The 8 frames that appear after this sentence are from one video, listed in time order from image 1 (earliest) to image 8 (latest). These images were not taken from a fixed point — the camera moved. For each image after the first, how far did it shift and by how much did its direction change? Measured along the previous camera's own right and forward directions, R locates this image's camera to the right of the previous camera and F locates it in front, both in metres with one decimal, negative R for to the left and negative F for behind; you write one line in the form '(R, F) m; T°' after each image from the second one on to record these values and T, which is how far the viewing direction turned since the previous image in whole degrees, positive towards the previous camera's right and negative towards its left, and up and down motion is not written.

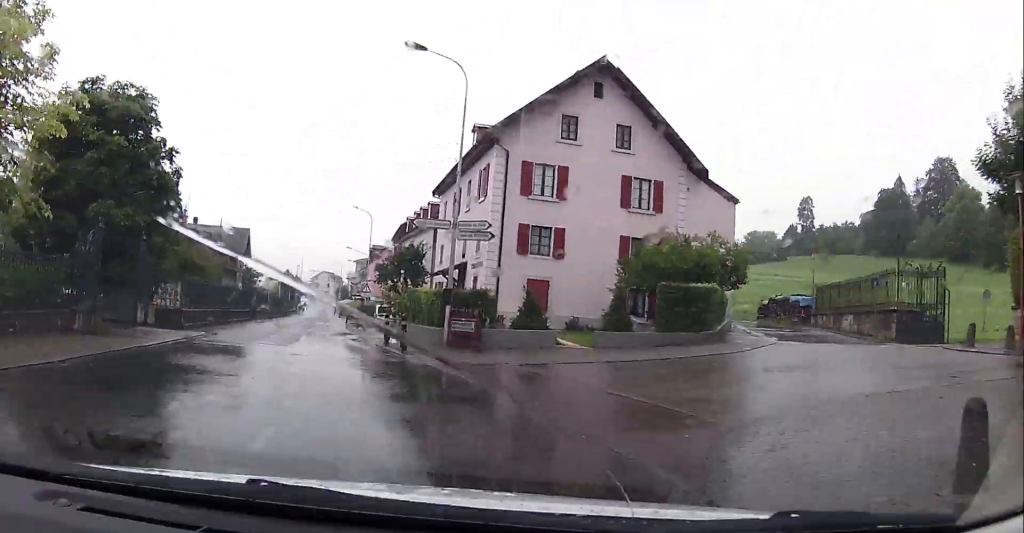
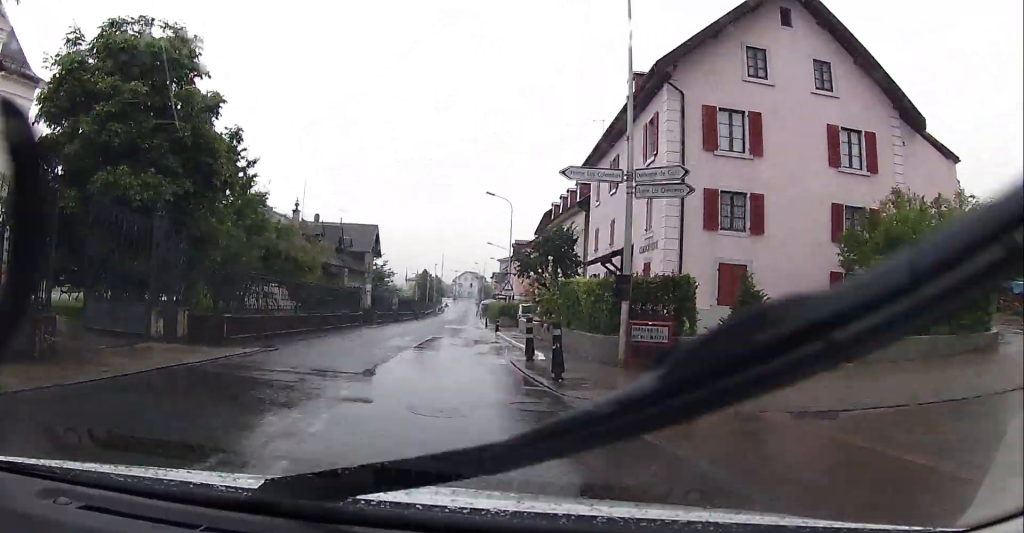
(-0.8, +7.6) m; -10°
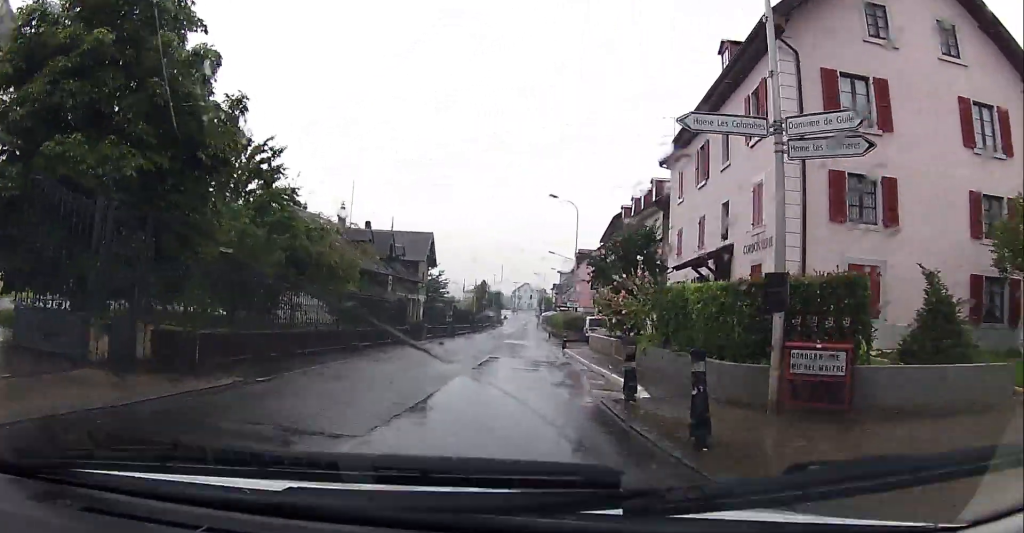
(-0.1, +4.6) m; -5°
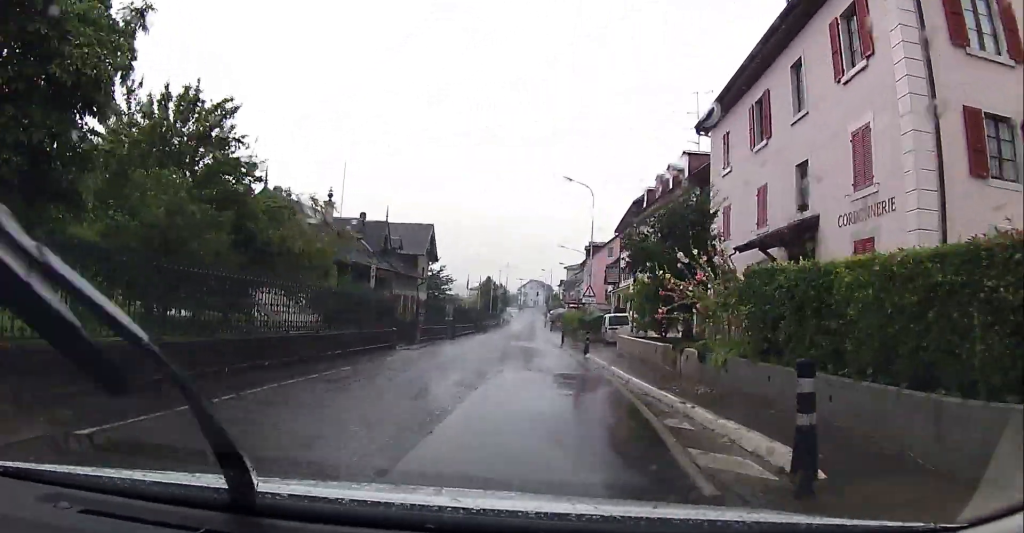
(-0.5, +5.7) m; -2°
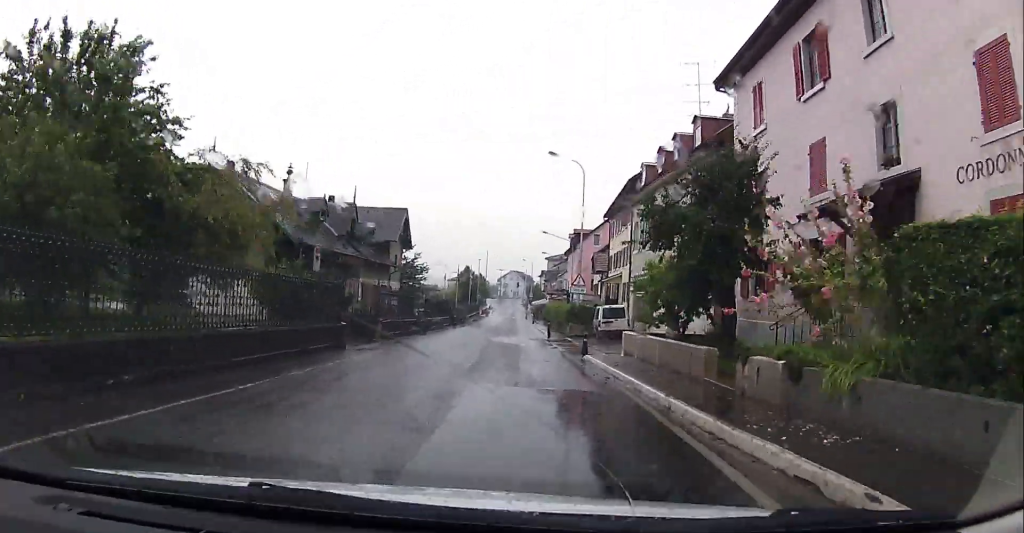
(-0.2, +5.0) m; -2°
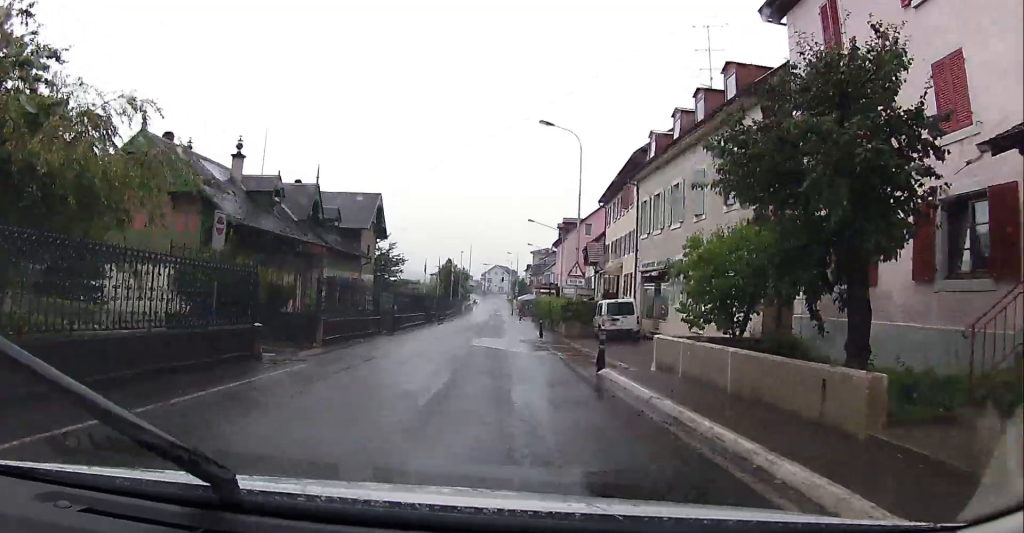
(0.0, +6.4) m; +2°
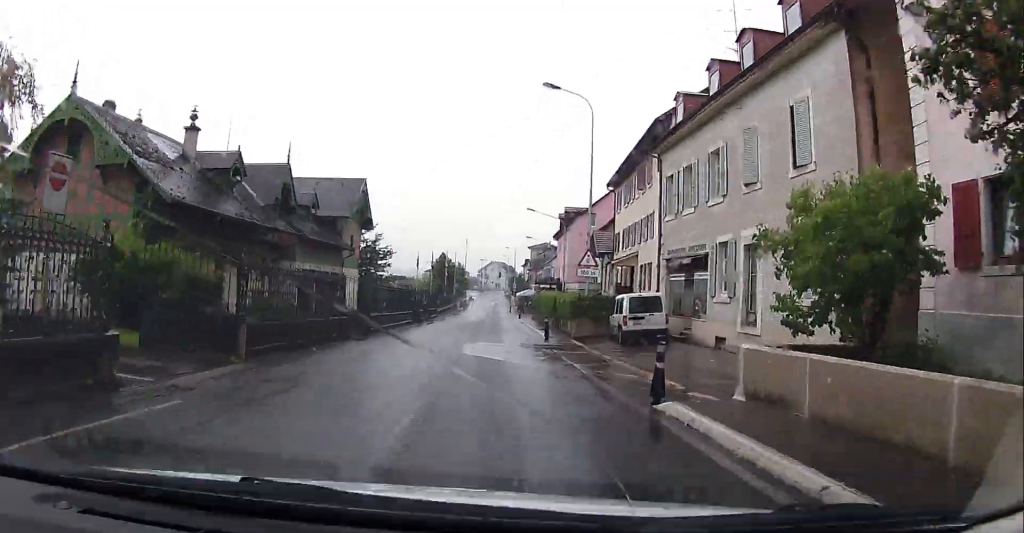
(-0.1, +5.6) m; +2°
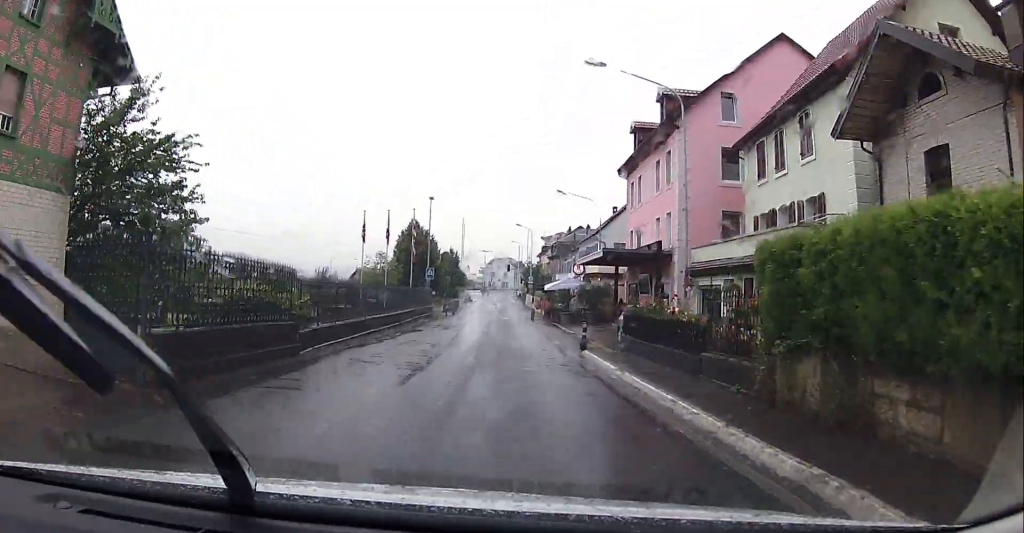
(+2.9, +41.4) m; +3°
